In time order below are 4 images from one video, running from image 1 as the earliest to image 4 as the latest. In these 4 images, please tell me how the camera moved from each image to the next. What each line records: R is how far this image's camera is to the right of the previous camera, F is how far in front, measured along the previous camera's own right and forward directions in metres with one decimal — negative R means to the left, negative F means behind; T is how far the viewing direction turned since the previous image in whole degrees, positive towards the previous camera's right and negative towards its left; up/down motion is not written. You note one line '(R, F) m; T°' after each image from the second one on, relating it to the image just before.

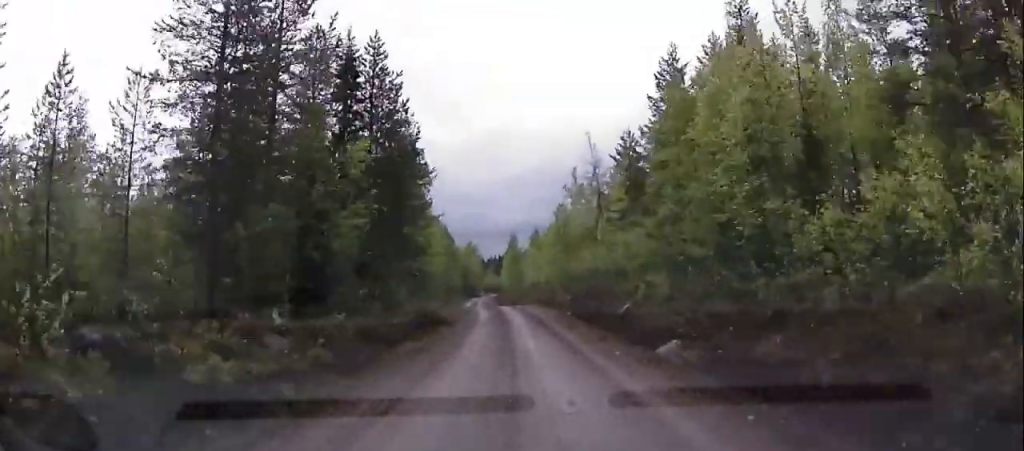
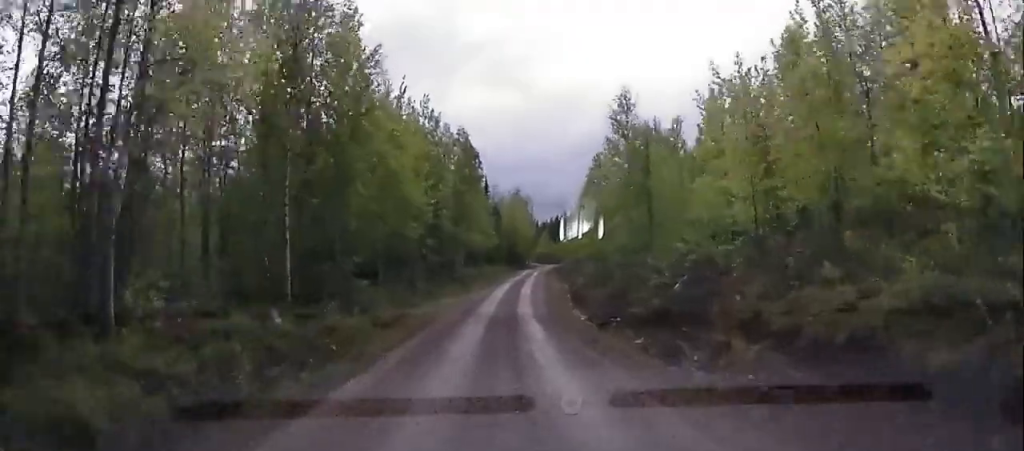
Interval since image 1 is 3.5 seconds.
(0.0, +55.0) m; 0°
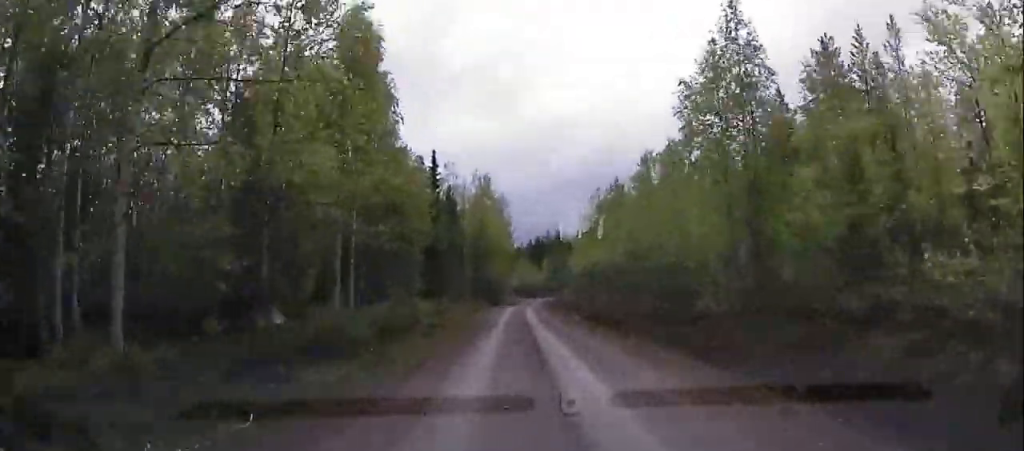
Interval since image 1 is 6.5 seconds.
(0.0, +50.1) m; 0°
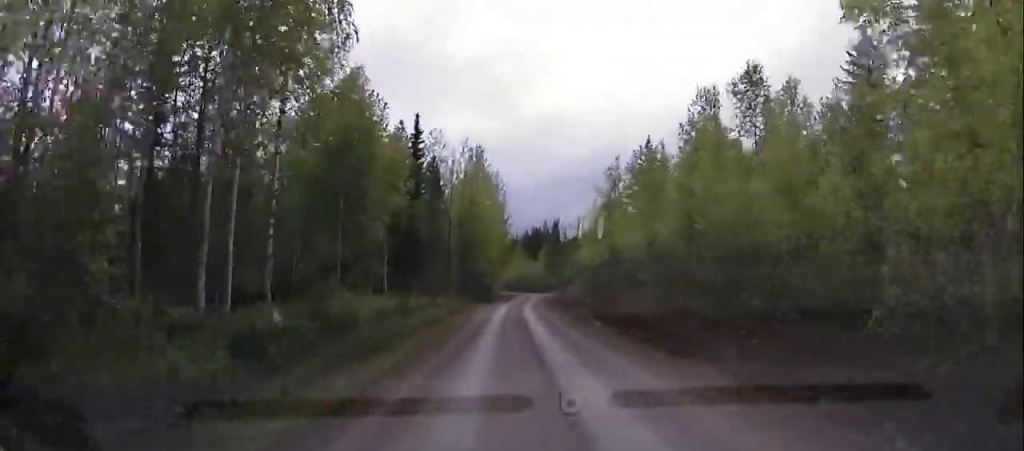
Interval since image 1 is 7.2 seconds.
(+0.1, +11.5) m; 0°
